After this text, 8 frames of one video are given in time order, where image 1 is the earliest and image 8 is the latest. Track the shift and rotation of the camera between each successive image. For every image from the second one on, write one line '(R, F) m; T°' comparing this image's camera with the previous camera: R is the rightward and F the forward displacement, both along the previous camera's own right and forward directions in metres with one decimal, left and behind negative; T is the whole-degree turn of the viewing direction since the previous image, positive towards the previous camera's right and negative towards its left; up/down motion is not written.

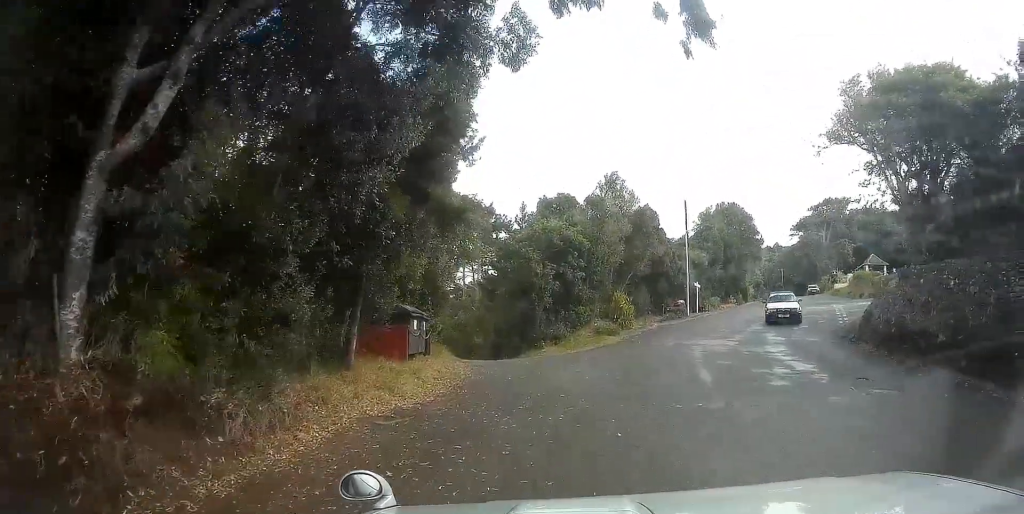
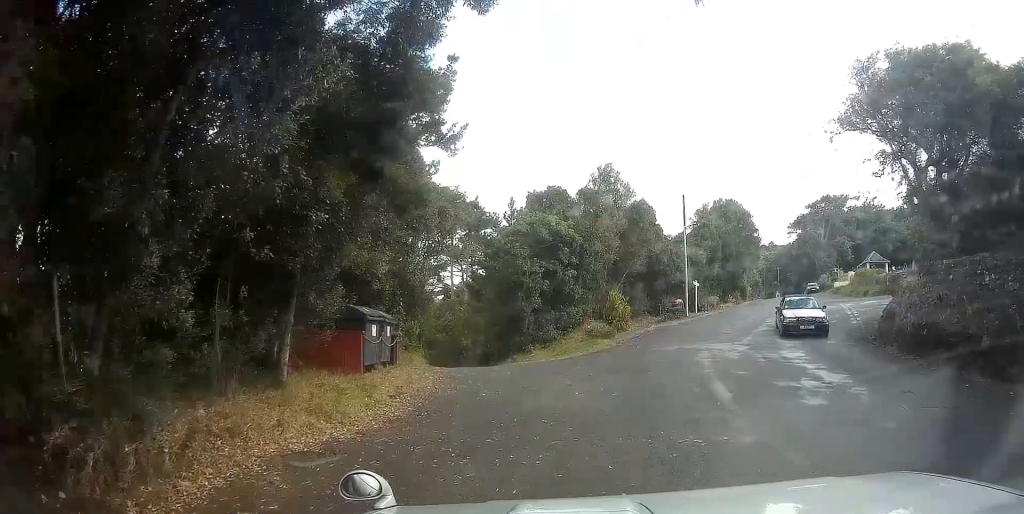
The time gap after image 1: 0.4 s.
(0.0, +2.1) m; +2°
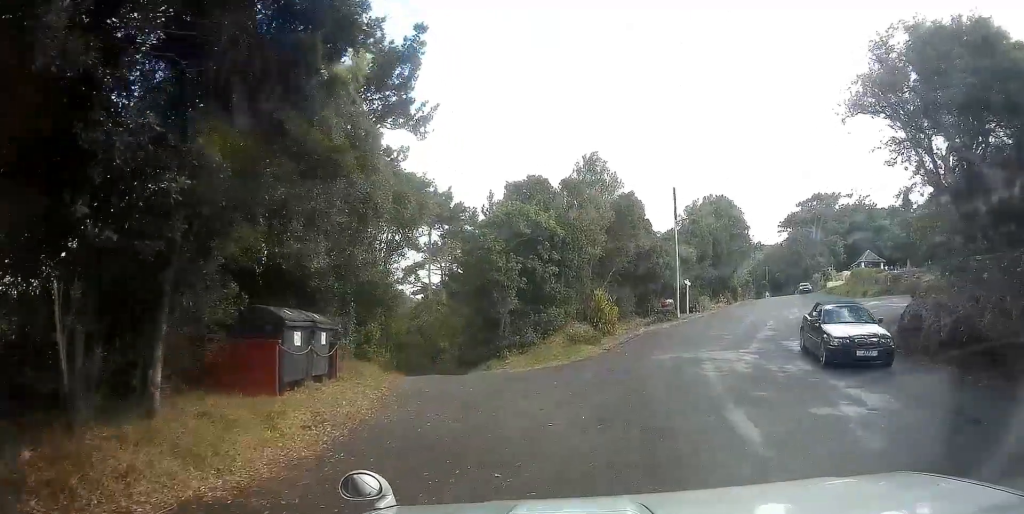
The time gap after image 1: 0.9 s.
(+0.1, +2.6) m; +2°
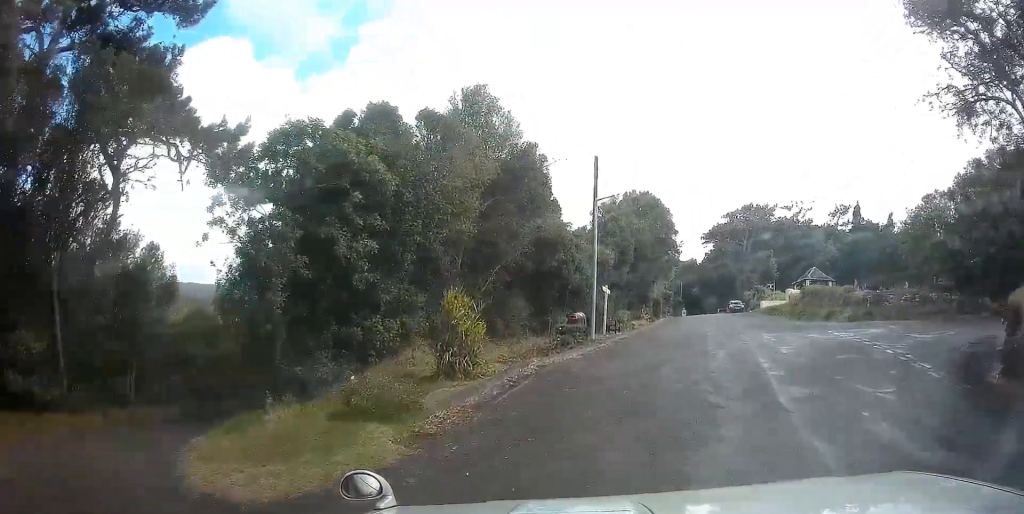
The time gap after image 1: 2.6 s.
(+1.0, +10.4) m; +14°
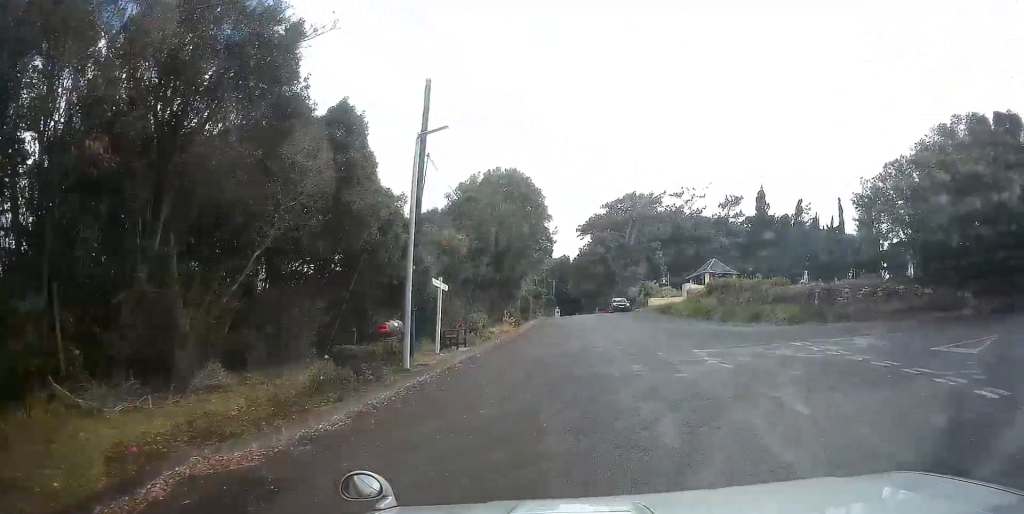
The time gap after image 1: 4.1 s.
(+1.3, +9.4) m; +17°
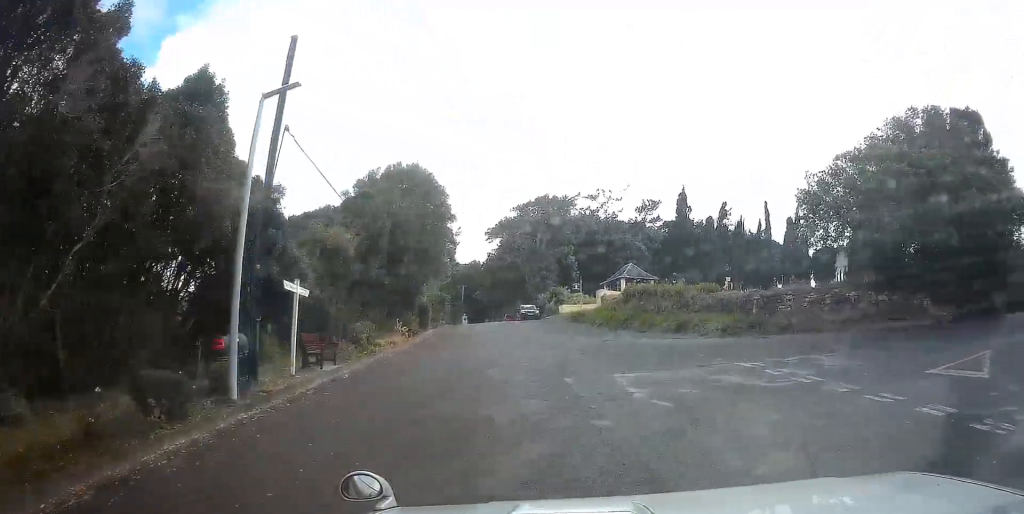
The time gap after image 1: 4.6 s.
(+0.2, +3.4) m; +11°
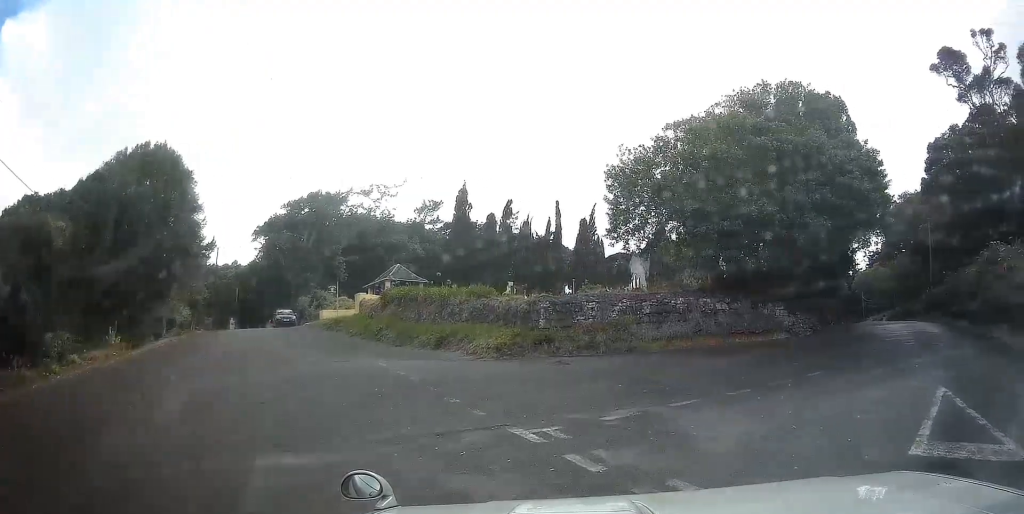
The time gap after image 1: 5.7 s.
(+1.1, +6.1) m; +23°
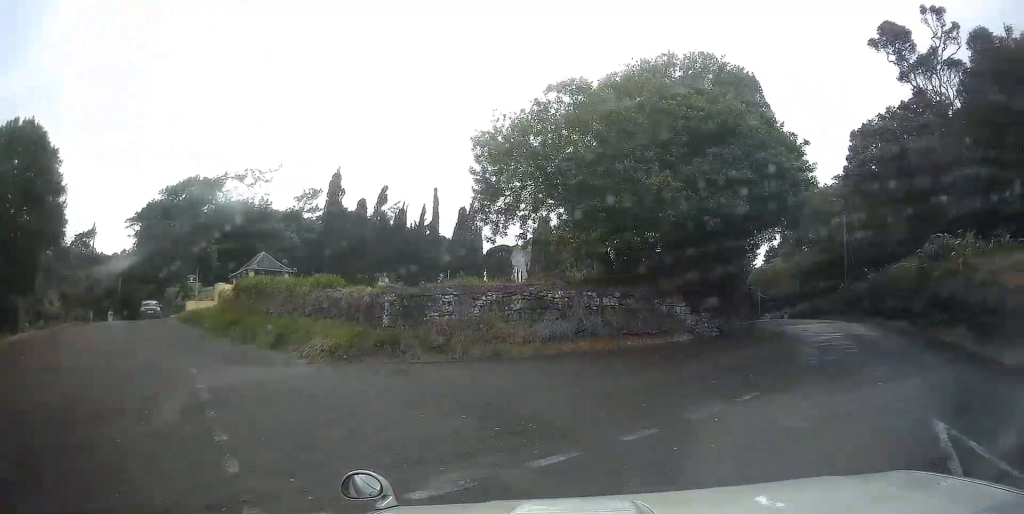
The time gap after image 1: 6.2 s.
(+0.2, +3.3) m; +13°
